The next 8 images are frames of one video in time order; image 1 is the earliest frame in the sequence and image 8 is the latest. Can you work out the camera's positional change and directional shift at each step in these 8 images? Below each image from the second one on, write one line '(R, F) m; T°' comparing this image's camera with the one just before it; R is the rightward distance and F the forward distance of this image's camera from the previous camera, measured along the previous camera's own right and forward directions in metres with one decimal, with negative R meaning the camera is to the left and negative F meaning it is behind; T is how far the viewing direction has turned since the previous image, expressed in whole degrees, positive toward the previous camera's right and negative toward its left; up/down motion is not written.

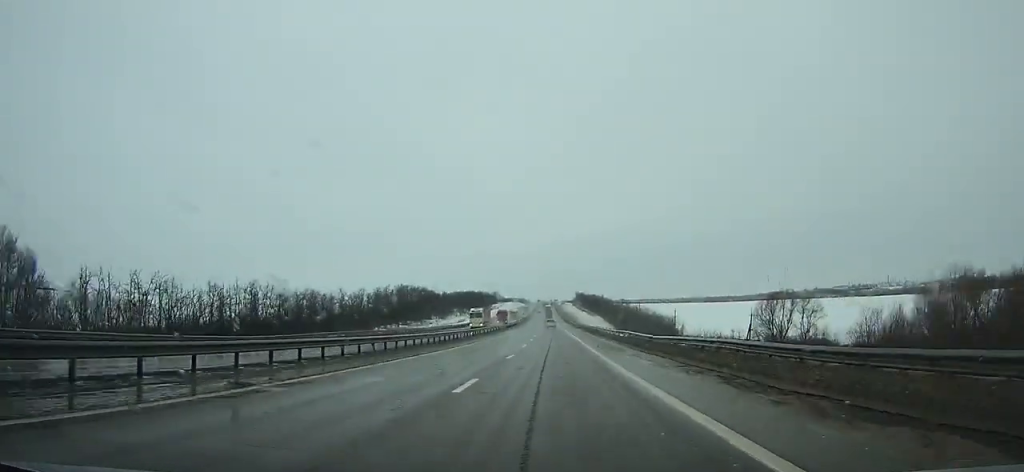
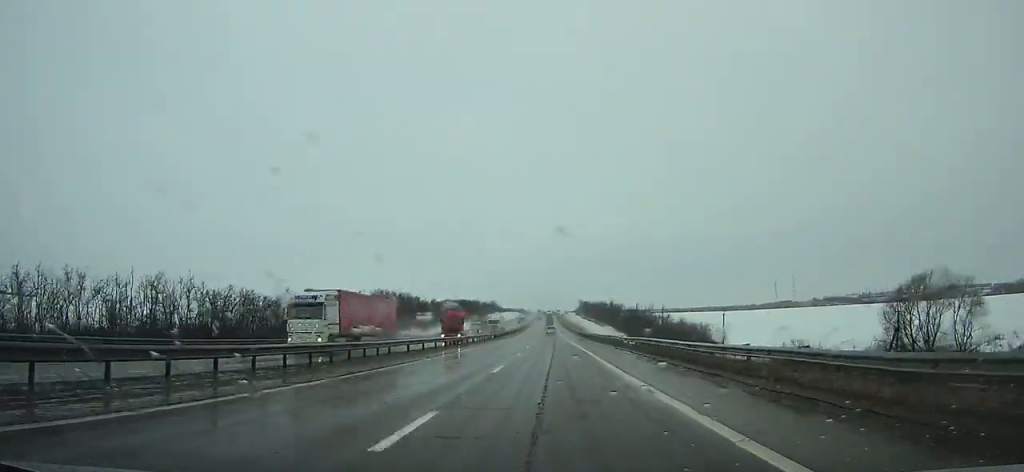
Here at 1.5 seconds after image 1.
(0.0, +41.0) m; 0°
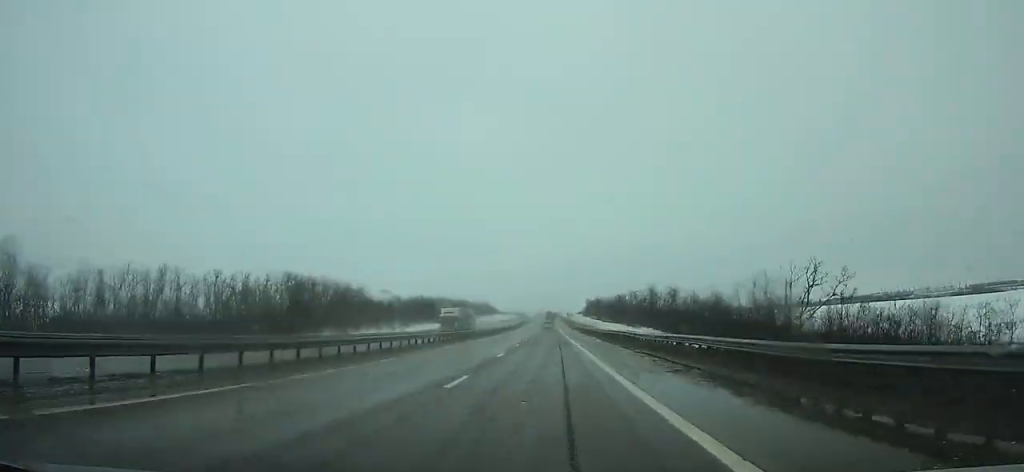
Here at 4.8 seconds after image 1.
(-0.3, +90.3) m; 0°
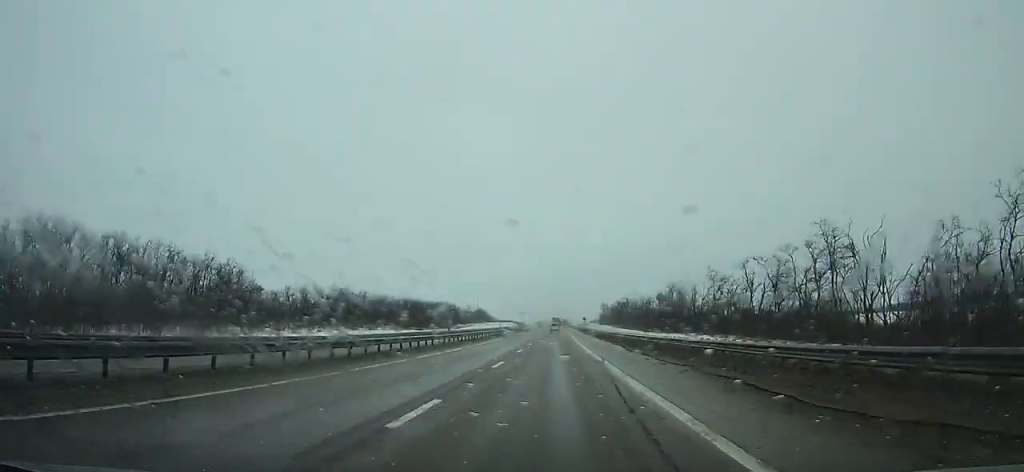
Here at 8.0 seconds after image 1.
(-0.3, +87.5) m; 0°
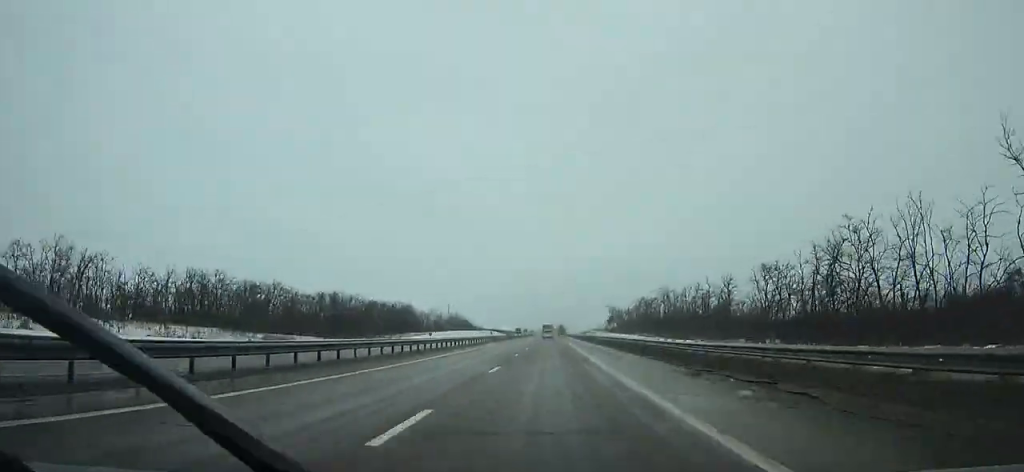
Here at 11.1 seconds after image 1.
(0.0, +84.1) m; 0°
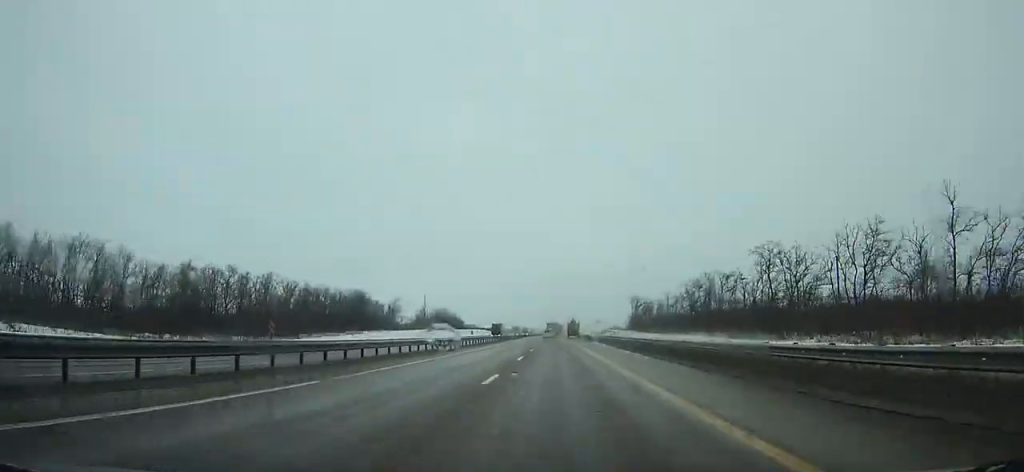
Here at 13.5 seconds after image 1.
(-0.1, +64.5) m; 0°
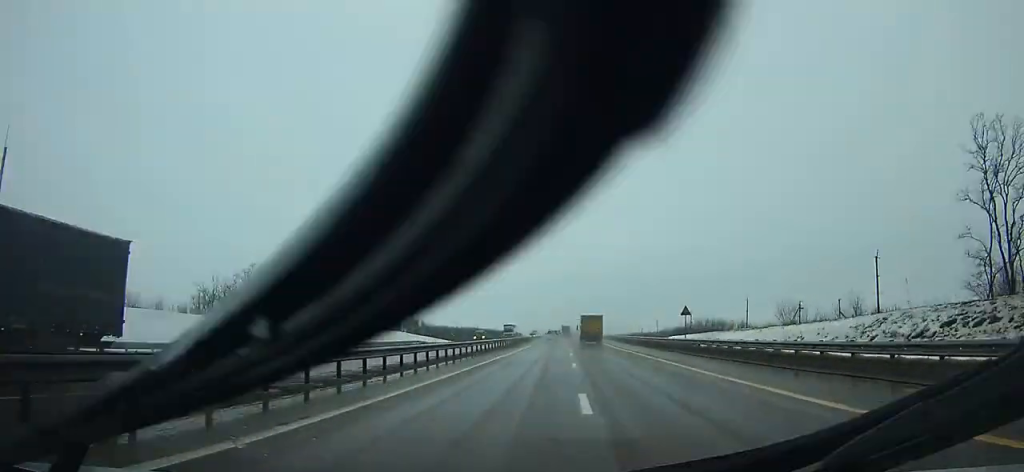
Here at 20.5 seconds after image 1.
(-1.6, +184.7) m; 0°
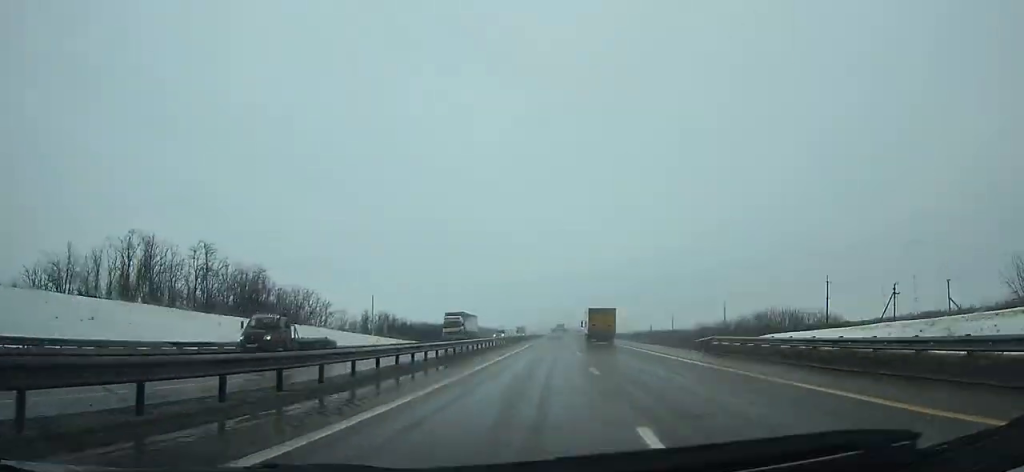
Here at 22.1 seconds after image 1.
(+0.1, +41.8) m; 0°
